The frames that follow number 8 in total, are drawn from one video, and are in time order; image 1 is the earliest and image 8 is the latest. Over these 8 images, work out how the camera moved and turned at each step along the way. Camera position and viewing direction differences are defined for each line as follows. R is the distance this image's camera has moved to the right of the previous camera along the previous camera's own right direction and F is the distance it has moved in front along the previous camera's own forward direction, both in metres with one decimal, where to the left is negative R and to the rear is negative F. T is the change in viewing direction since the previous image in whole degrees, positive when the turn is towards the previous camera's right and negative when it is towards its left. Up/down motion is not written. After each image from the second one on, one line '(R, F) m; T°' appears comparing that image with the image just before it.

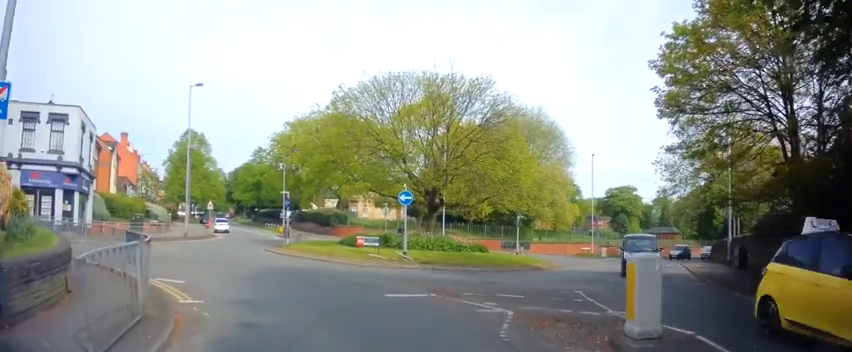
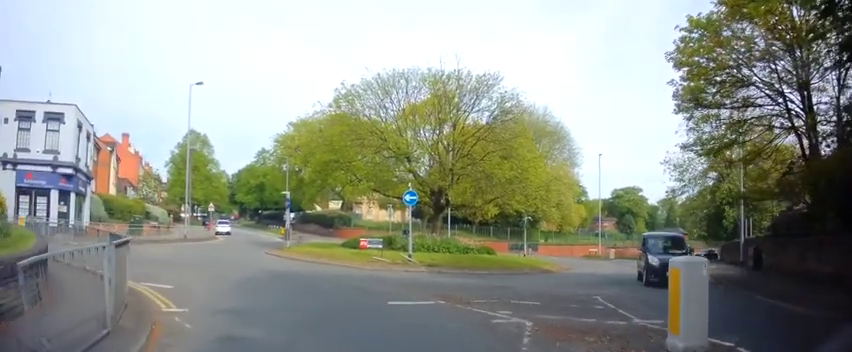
(-0.1, +0.8) m; 0°
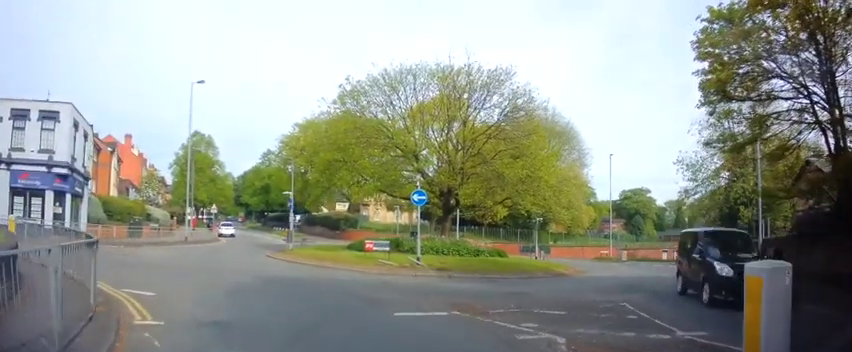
(0.0, +1.0) m; 0°
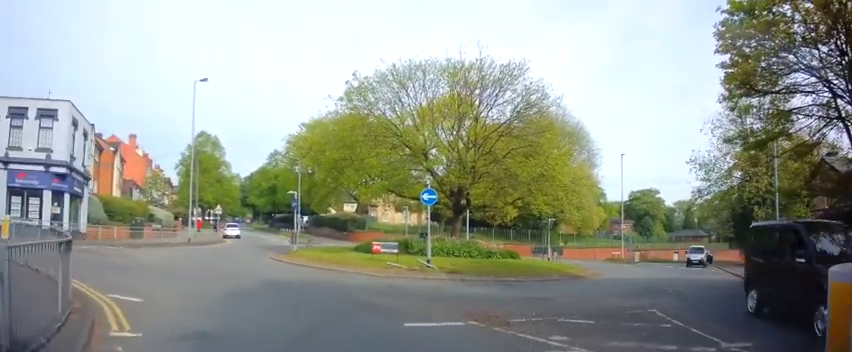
(+0.1, +0.8) m; 0°
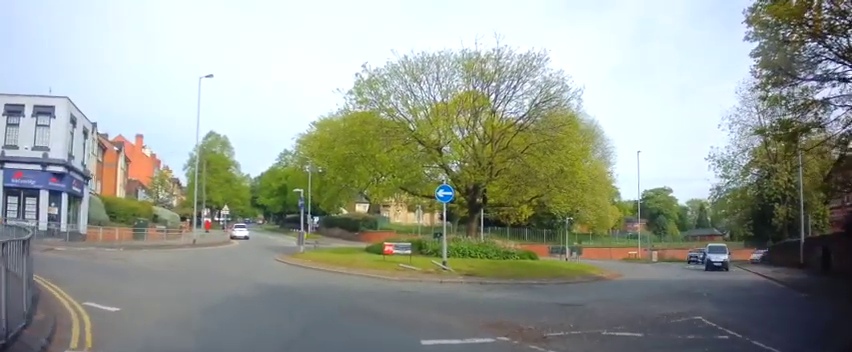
(0.0, +1.2) m; 0°
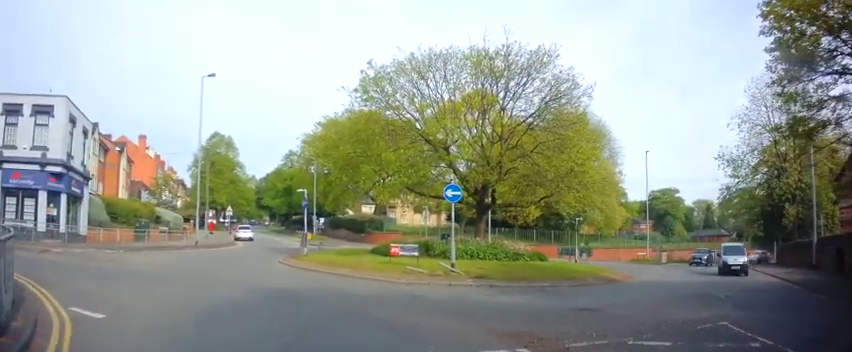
(-0.1, +0.7) m; 0°
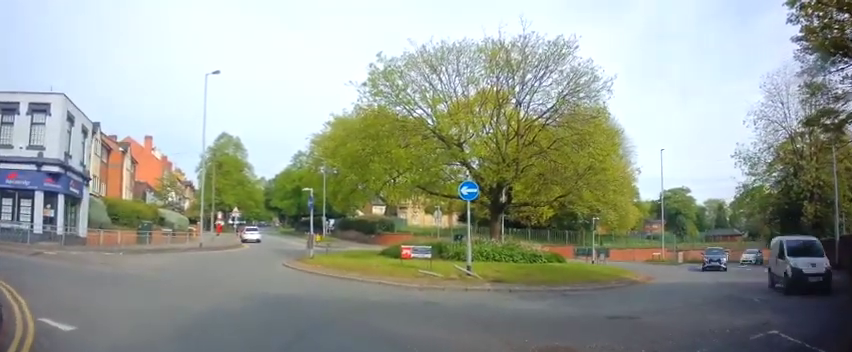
(+0.3, +0.9) m; 0°
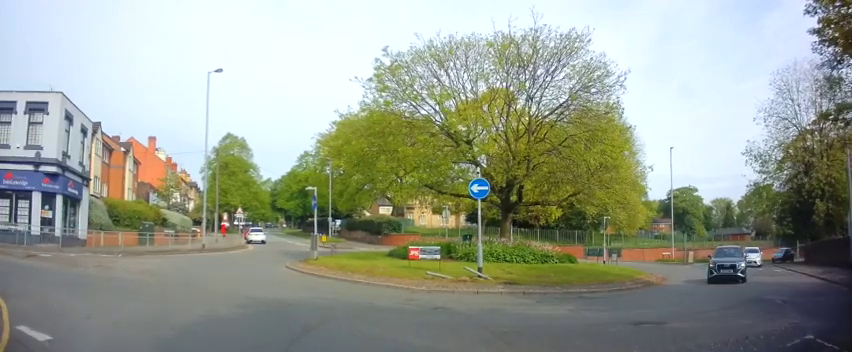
(-0.3, +0.2) m; 0°
